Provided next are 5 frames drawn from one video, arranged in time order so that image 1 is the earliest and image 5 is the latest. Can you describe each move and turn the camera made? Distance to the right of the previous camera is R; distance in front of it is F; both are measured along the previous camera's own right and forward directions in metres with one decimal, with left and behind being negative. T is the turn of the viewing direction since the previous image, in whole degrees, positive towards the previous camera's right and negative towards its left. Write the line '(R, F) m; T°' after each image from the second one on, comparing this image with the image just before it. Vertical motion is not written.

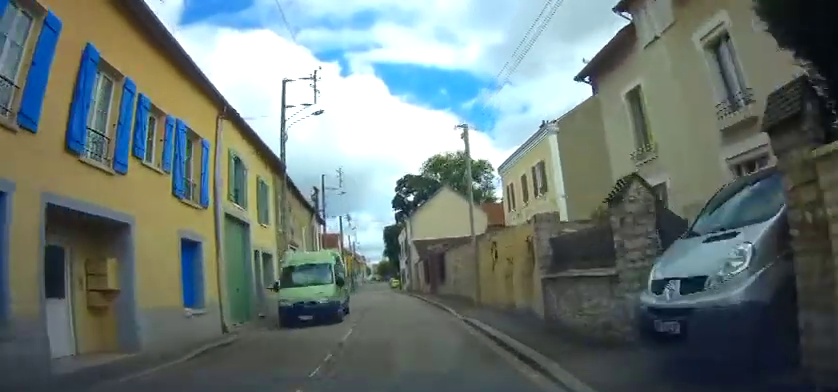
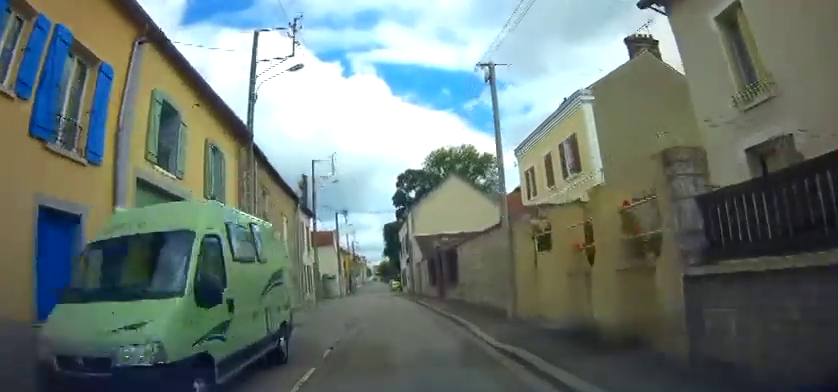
(-0.1, +5.6) m; -1°
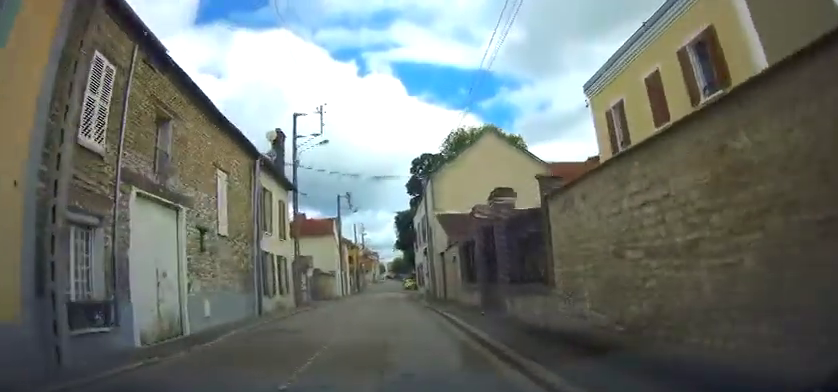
(-0.1, +11.7) m; -1°
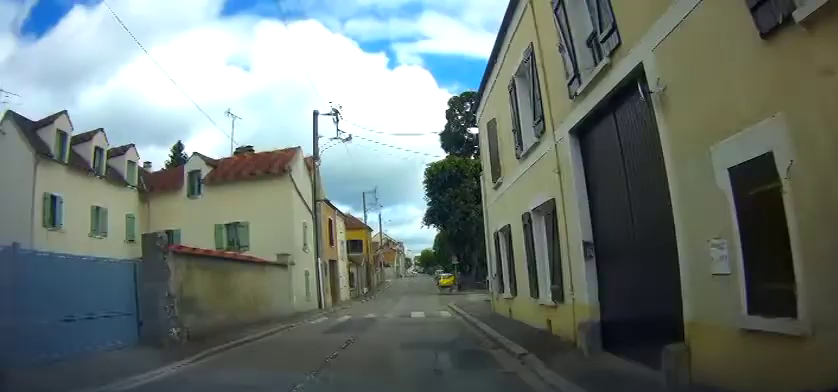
(-0.9, +28.2) m; -3°
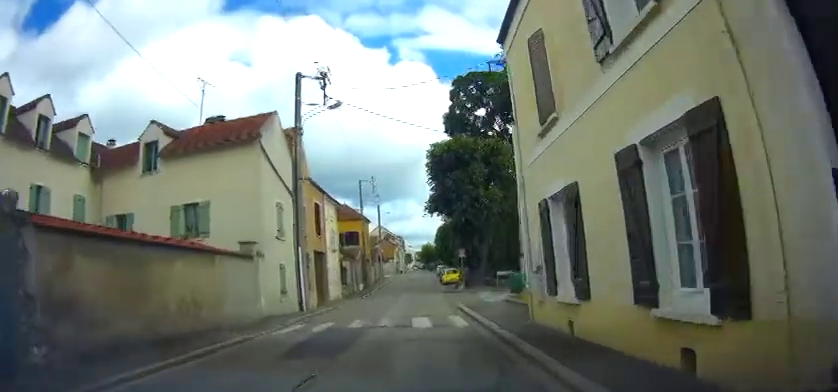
(0.0, +5.0) m; 0°
